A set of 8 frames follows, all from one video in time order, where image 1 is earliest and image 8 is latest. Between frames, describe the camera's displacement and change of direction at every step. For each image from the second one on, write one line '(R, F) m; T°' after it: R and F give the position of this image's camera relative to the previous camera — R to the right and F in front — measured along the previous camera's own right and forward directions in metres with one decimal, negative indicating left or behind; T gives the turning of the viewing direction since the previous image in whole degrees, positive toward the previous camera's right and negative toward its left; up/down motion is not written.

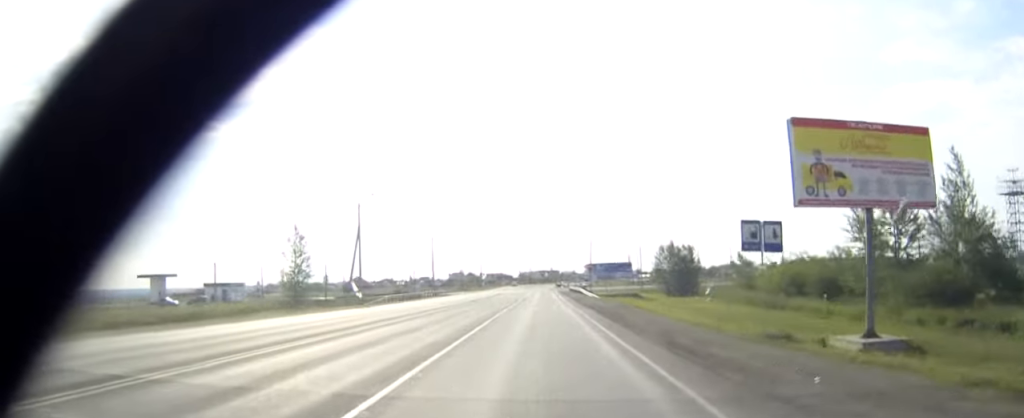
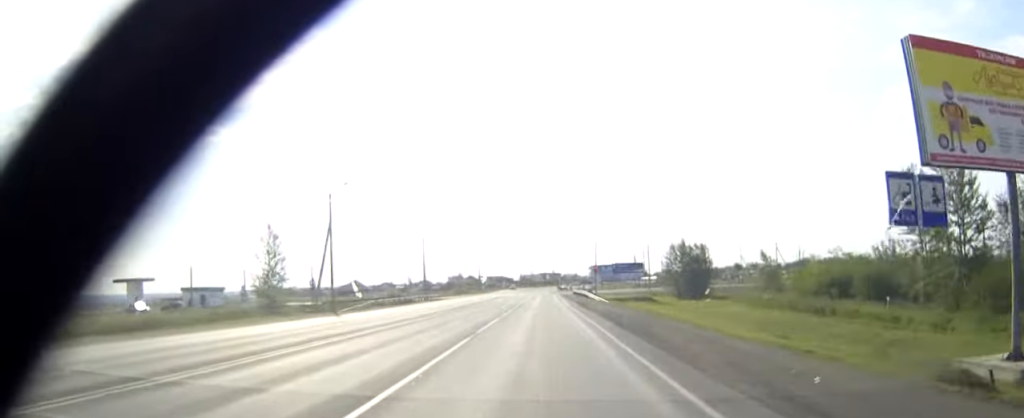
(0.0, +9.5) m; 0°
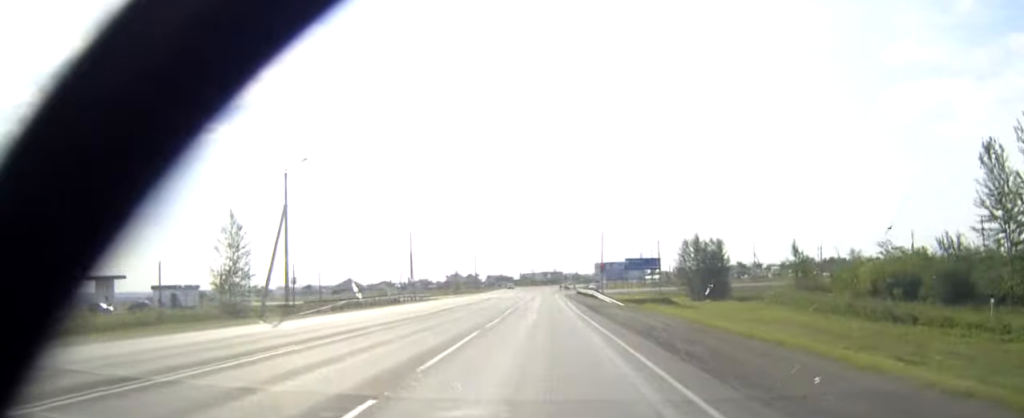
(0.0, +10.8) m; 0°
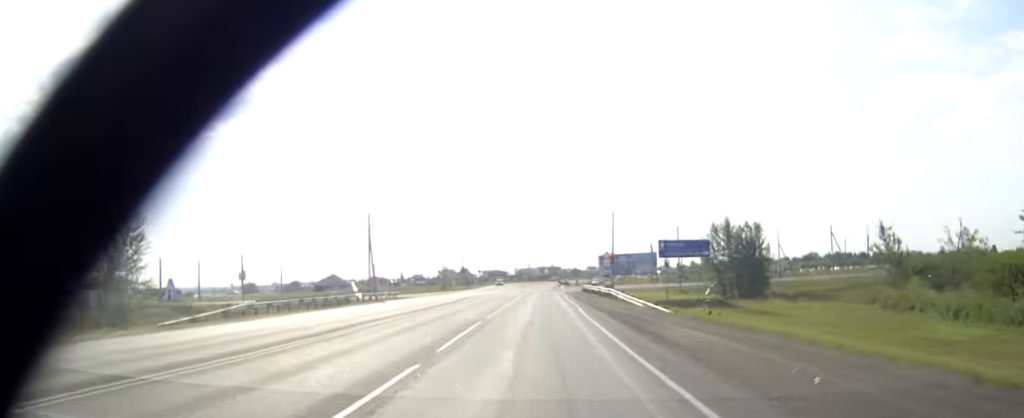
(0.0, +21.5) m; 0°
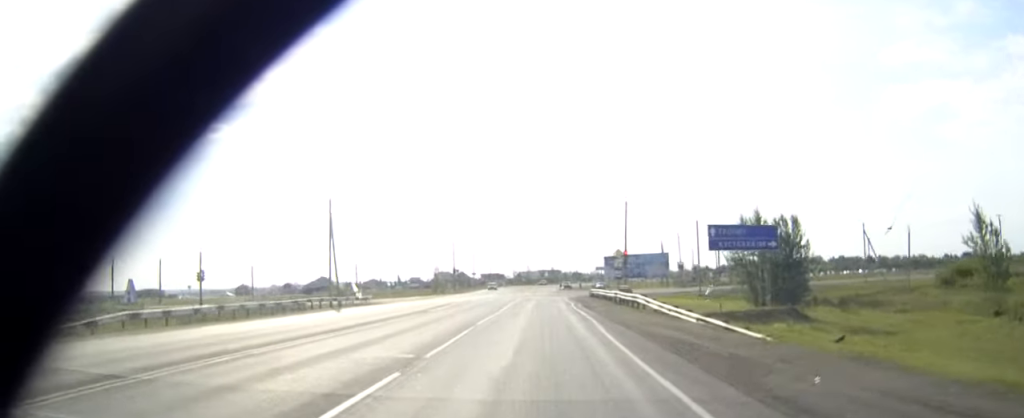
(0.0, +13.9) m; 0°
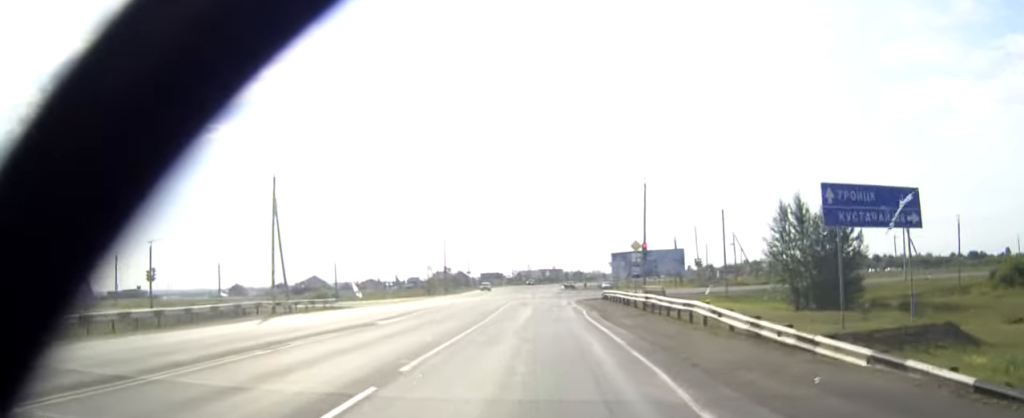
(0.0, +13.6) m; 0°
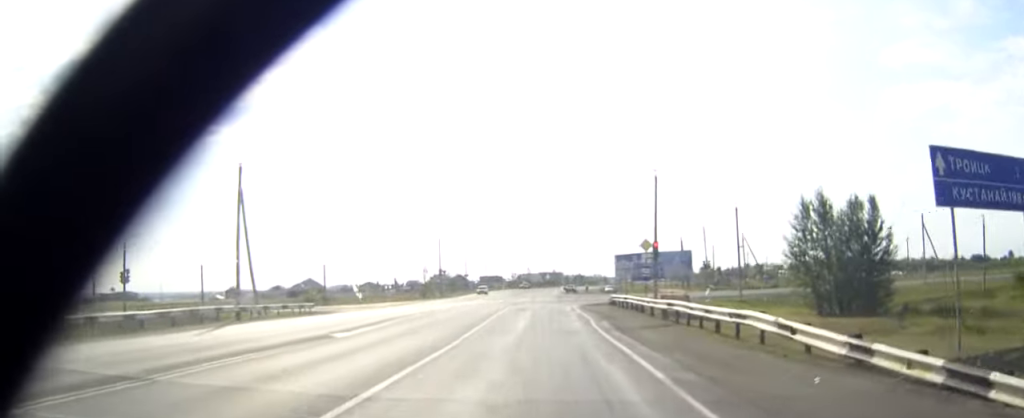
(0.0, +6.0) m; 0°
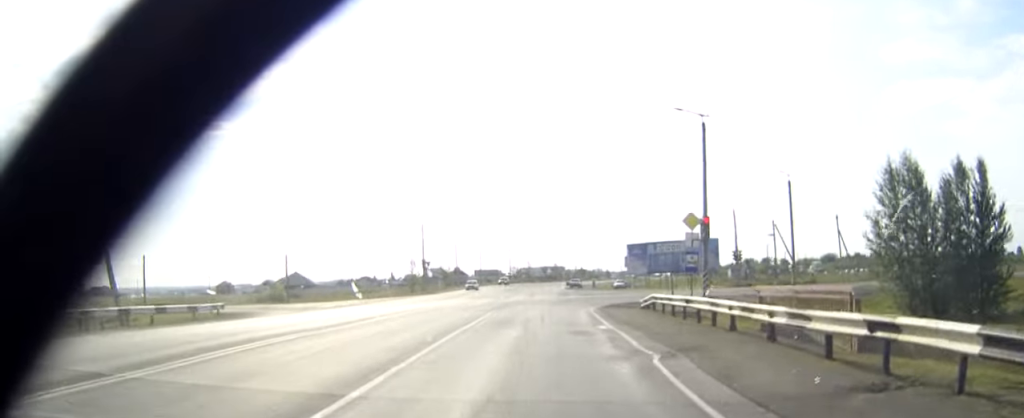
(0.0, +17.1) m; 0°
